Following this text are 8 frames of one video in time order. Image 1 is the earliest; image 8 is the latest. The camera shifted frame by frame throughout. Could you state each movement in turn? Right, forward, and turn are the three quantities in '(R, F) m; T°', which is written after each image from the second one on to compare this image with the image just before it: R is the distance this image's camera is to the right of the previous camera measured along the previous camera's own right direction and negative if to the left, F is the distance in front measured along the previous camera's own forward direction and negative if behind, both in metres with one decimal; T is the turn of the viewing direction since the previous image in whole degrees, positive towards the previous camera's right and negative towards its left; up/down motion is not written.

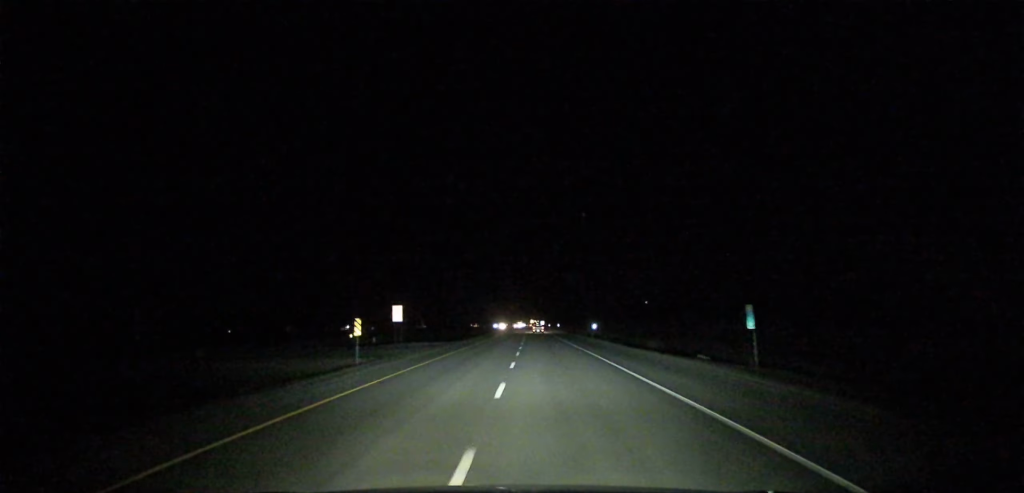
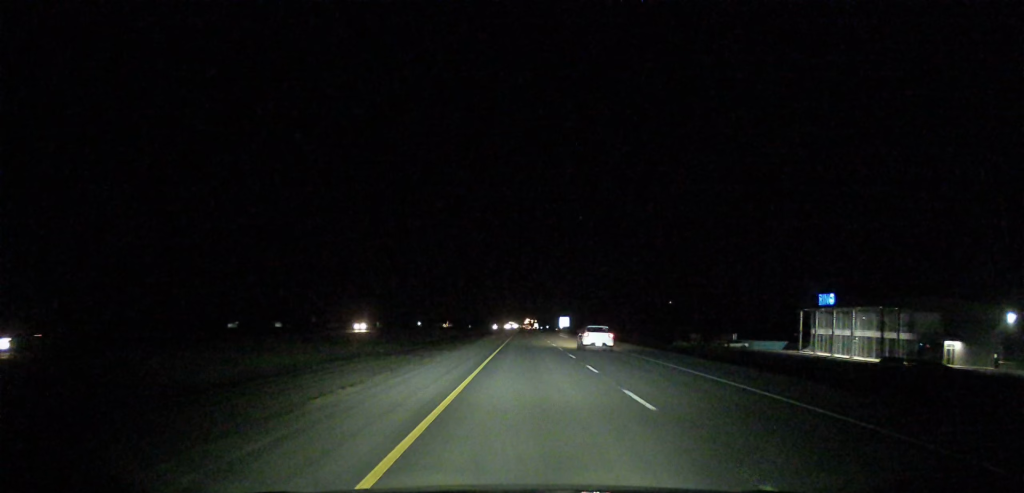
(+3.2, +485.2) m; +1°
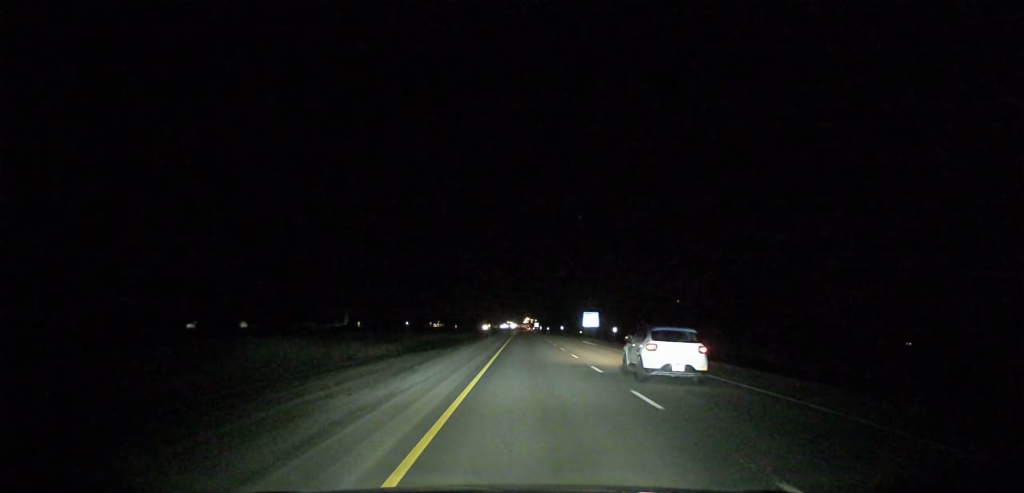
(-0.3, +105.5) m; 0°
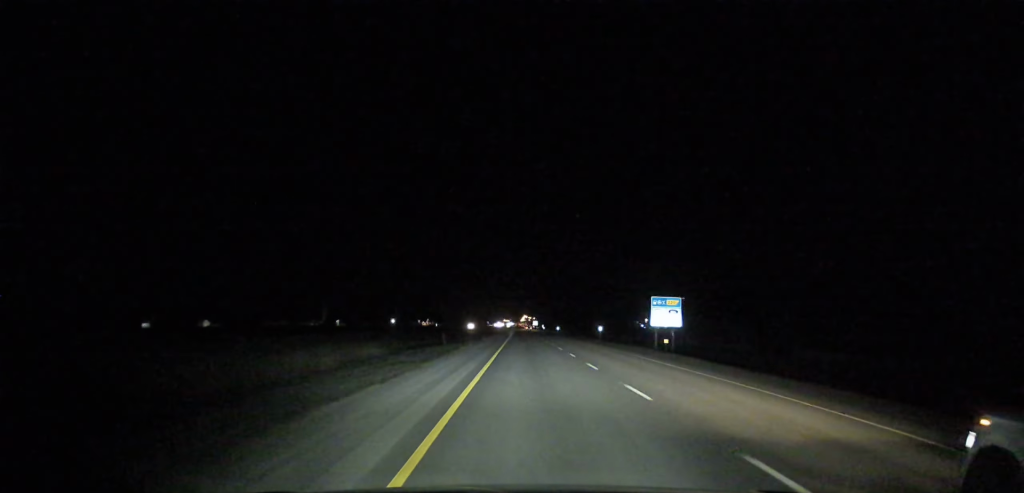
(+0.2, +86.8) m; 0°
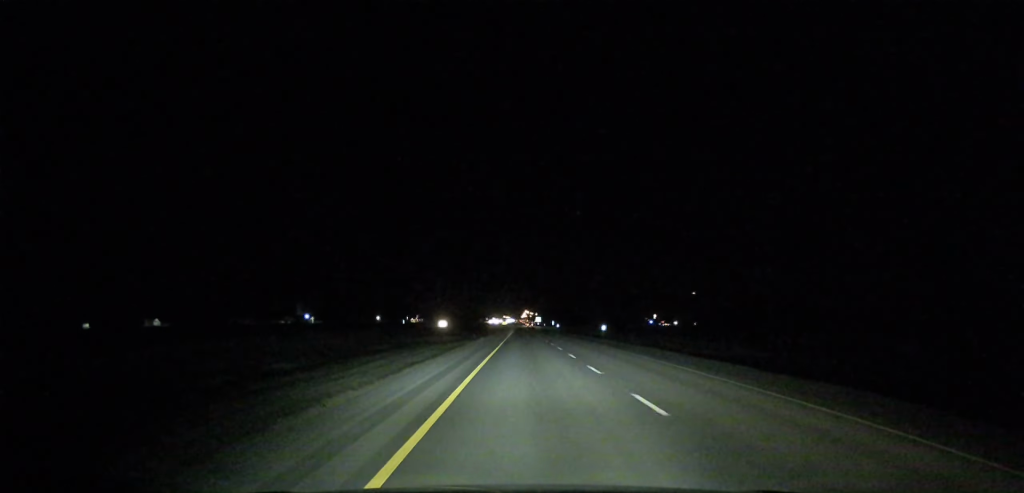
(+0.2, +99.4) m; 0°
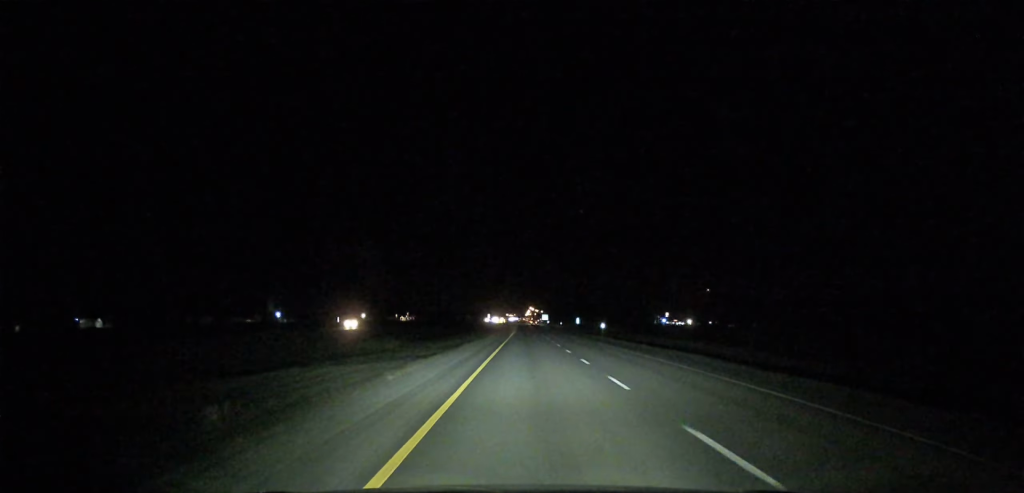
(+0.2, +93.0) m; 0°
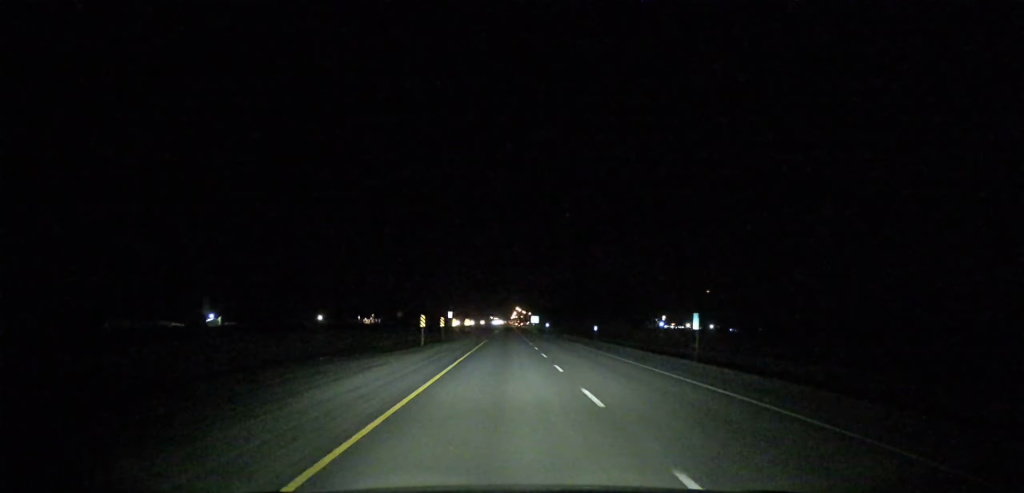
(+0.2, +108.3) m; 0°
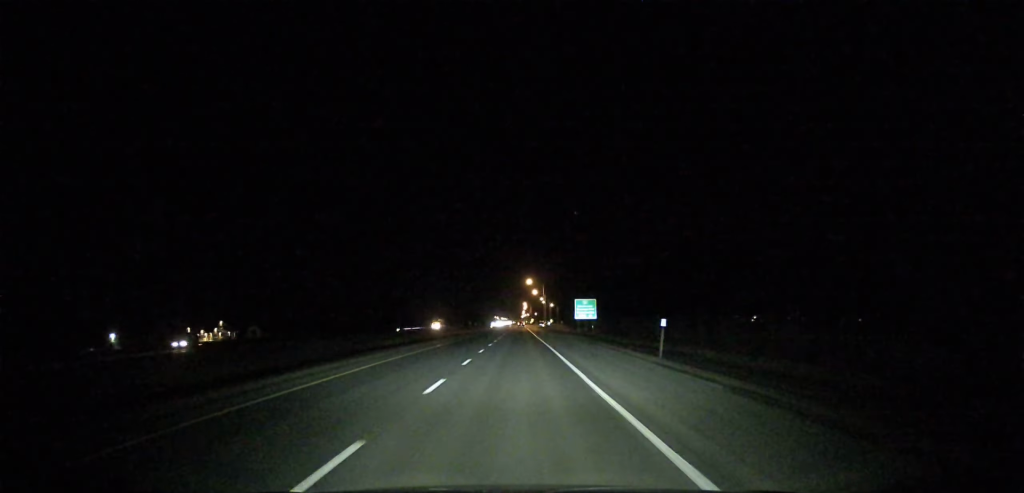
(-1.5, +334.8) m; -1°
